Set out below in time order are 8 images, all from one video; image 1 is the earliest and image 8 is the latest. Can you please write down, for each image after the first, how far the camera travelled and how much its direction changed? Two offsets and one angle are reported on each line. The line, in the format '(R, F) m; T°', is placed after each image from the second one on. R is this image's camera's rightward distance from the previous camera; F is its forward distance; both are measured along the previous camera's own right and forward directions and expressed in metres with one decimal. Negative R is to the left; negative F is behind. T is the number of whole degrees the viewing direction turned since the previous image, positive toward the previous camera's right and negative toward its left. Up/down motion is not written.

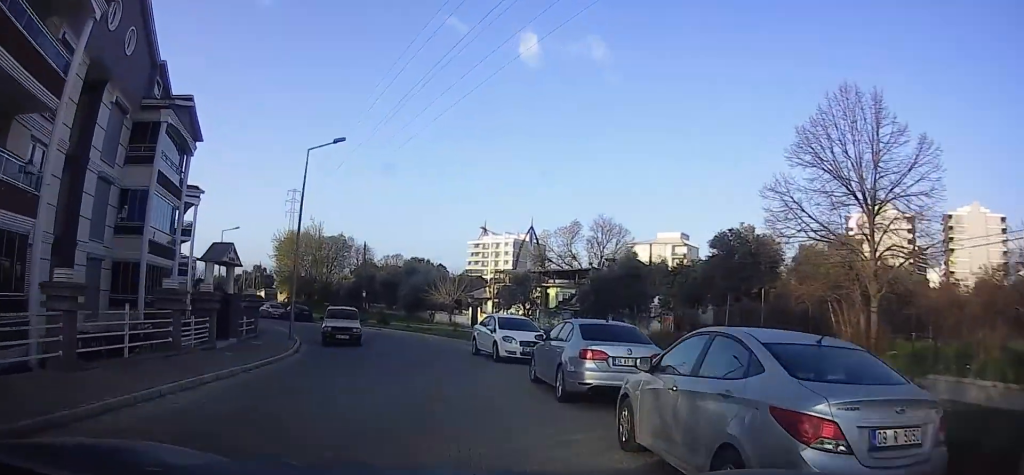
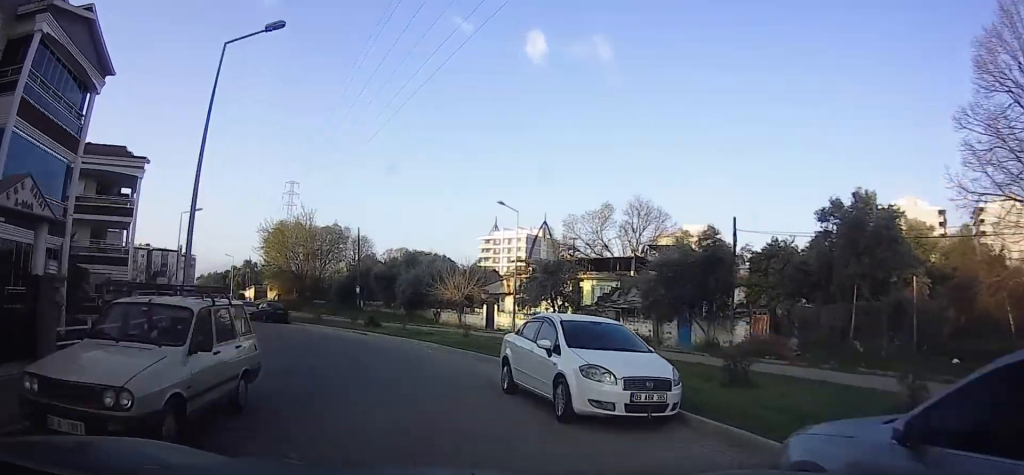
(-0.8, +9.6) m; -10°
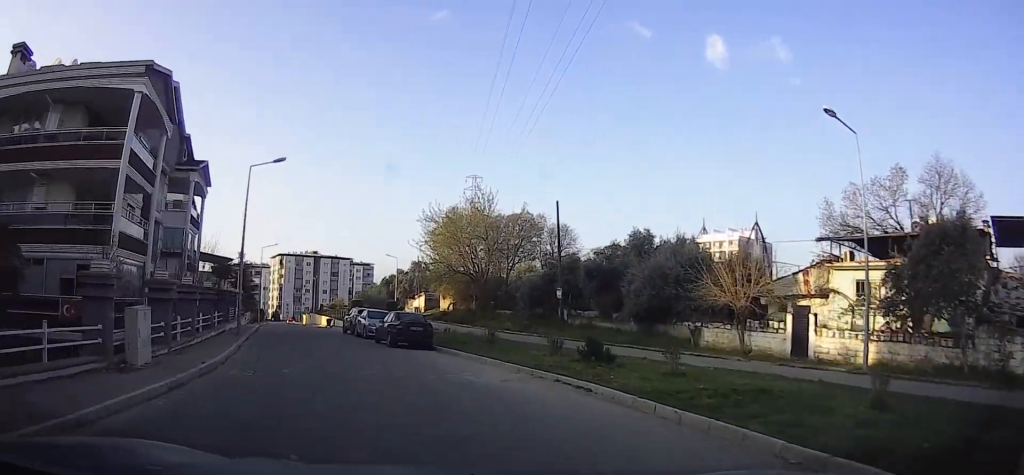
(-3.2, +17.2) m; -26°
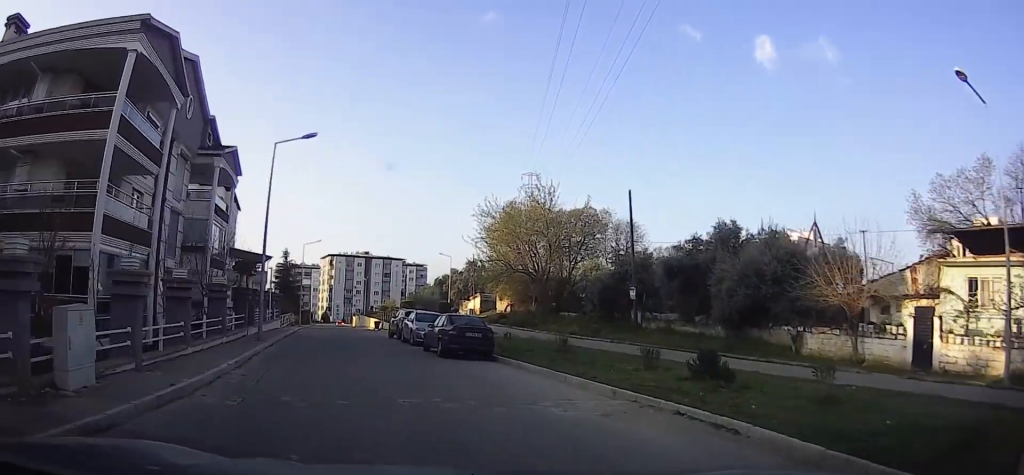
(-0.7, +3.9) m; -6°
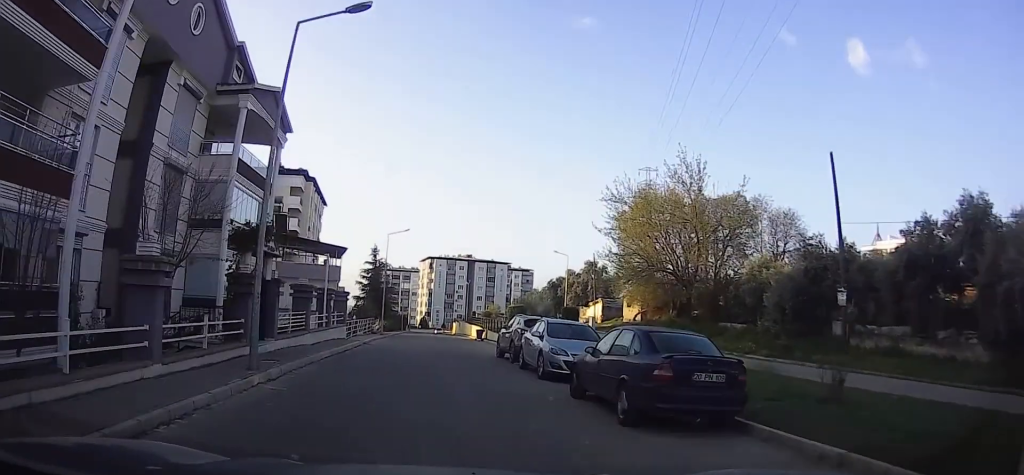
(-1.0, +10.2) m; -6°
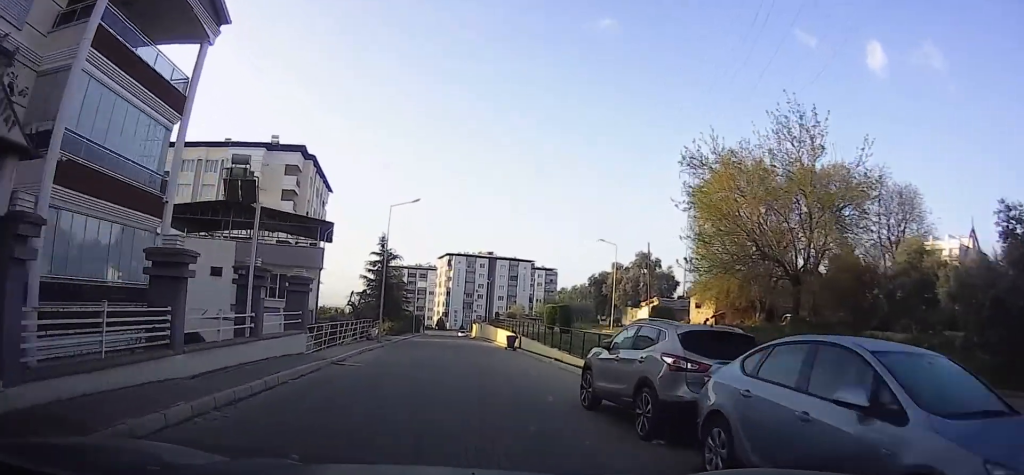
(-0.1, +11.0) m; -1°
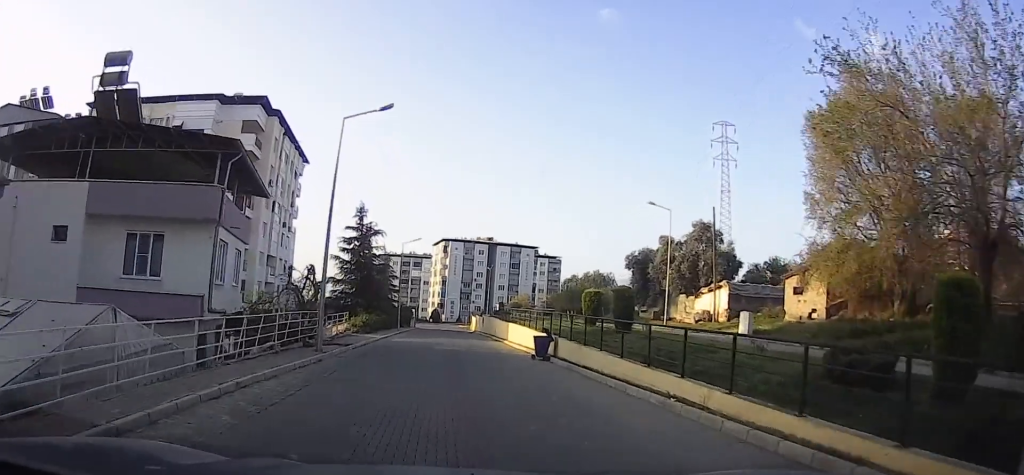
(0.0, +13.1) m; 0°
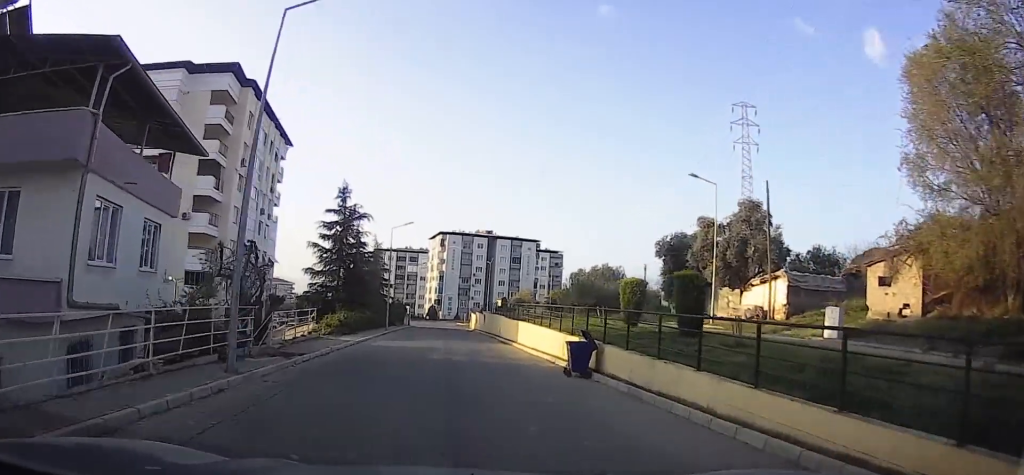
(0.0, +7.0) m; 0°
